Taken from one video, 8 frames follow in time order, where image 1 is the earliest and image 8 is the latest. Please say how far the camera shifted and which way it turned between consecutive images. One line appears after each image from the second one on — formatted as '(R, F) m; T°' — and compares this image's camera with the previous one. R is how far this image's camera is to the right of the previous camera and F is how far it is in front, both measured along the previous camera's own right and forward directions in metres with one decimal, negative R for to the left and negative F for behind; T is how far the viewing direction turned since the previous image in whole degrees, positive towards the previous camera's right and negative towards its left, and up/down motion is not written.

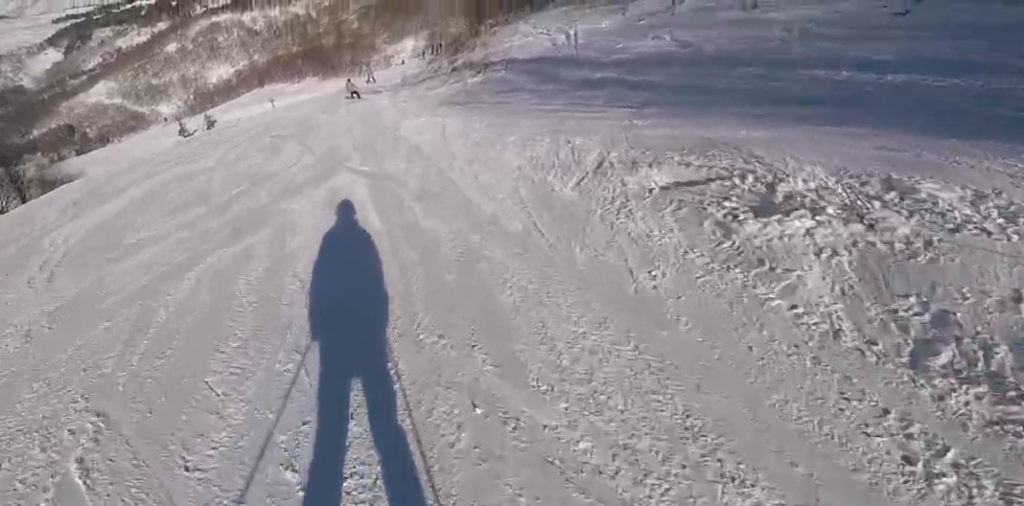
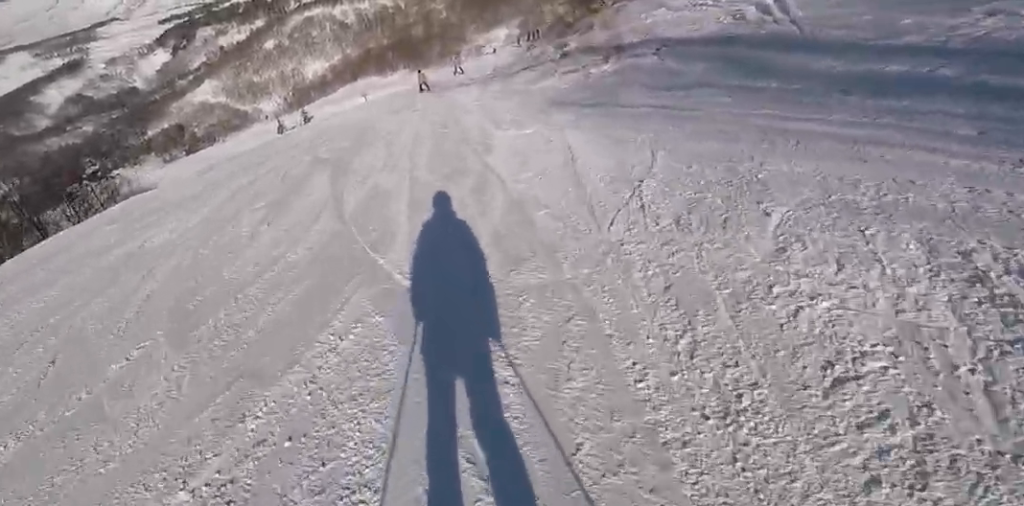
(-0.5, +4.1) m; -6°
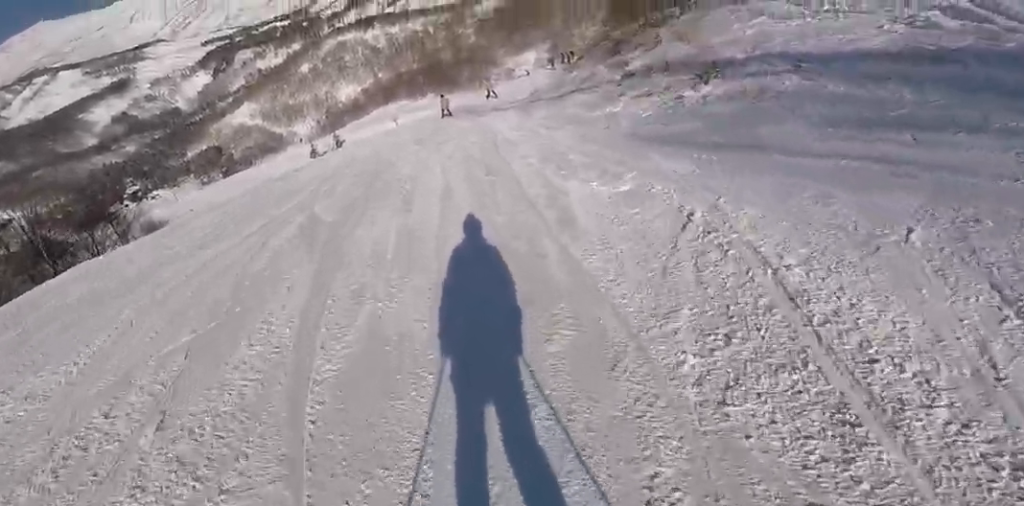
(-0.1, +3.1) m; +7°
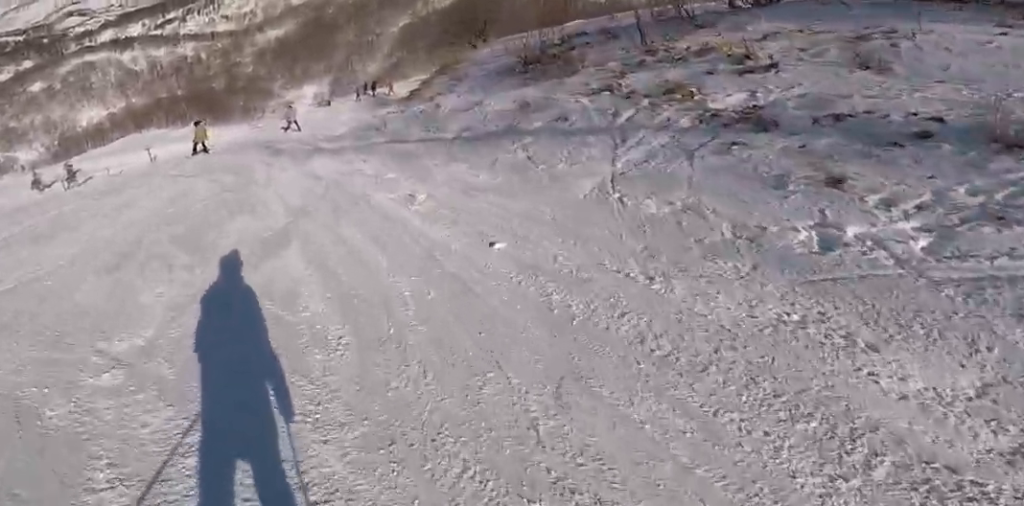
(+2.5, +8.9) m; +20°
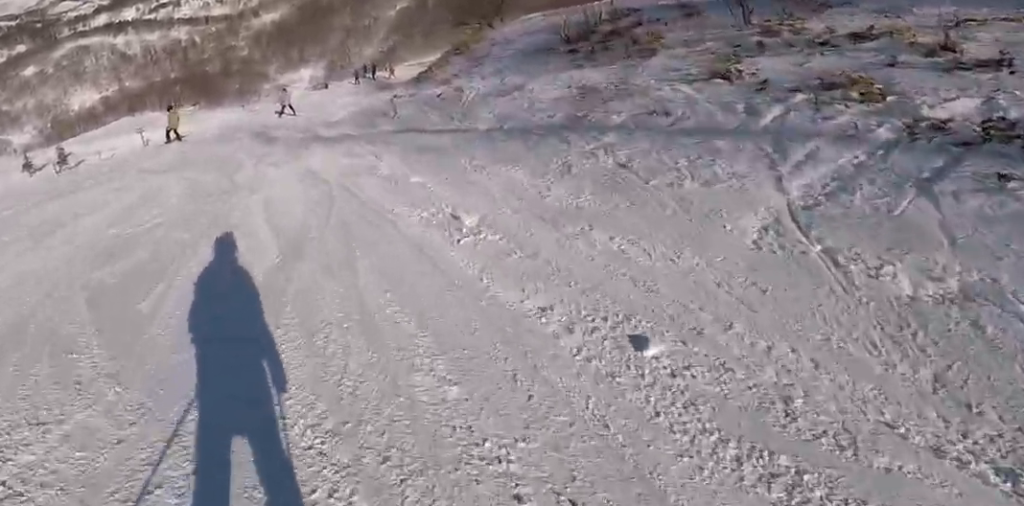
(-0.3, +2.5) m; -4°
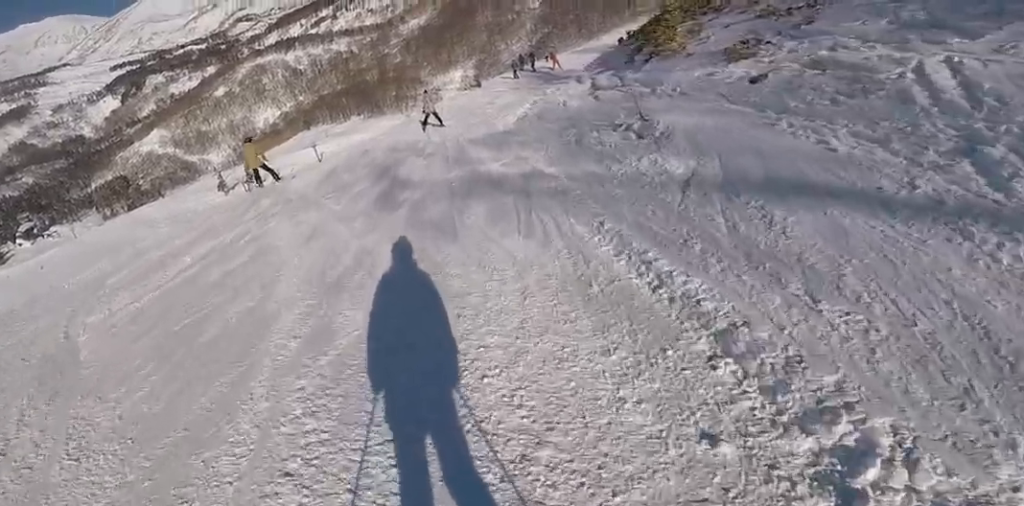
(-0.6, +8.4) m; -12°
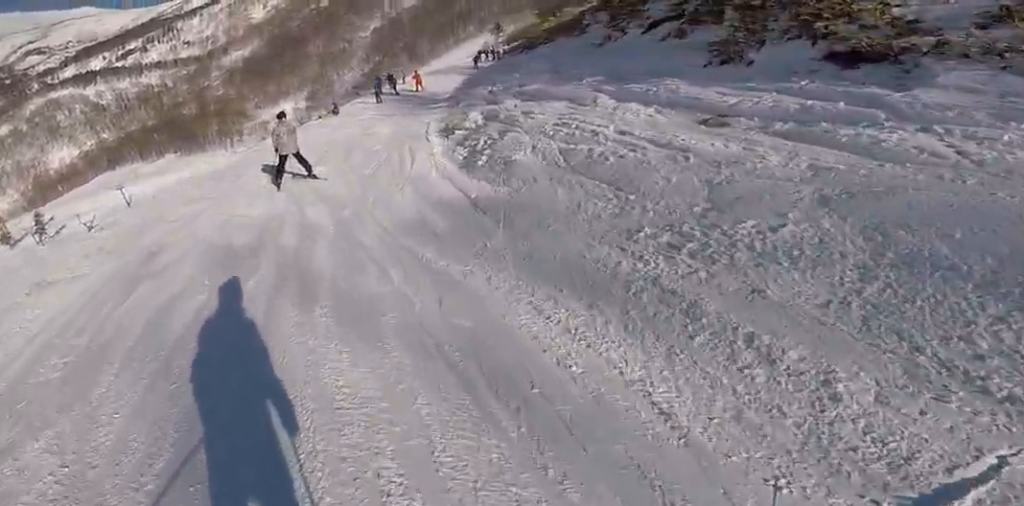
(-0.8, +9.3) m; +3°
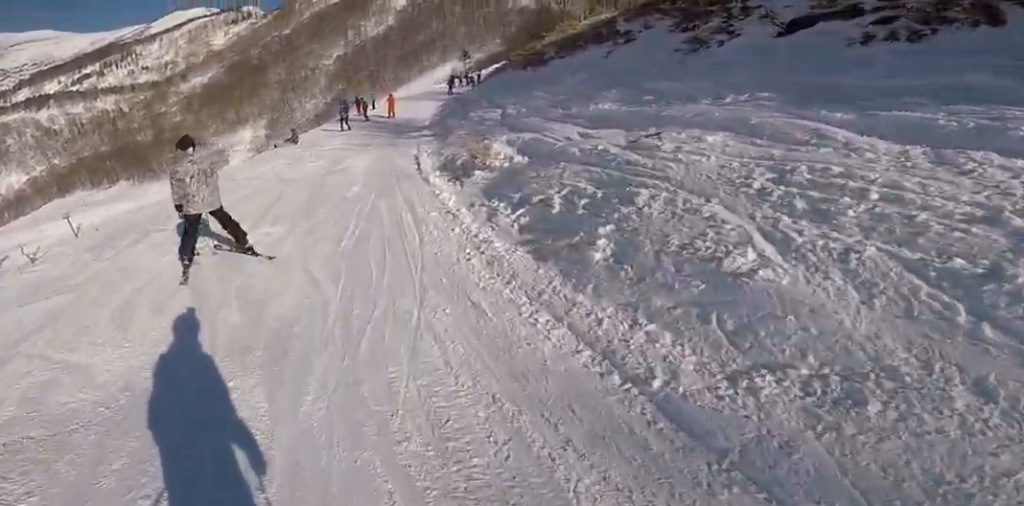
(+0.6, +5.8) m; +11°
